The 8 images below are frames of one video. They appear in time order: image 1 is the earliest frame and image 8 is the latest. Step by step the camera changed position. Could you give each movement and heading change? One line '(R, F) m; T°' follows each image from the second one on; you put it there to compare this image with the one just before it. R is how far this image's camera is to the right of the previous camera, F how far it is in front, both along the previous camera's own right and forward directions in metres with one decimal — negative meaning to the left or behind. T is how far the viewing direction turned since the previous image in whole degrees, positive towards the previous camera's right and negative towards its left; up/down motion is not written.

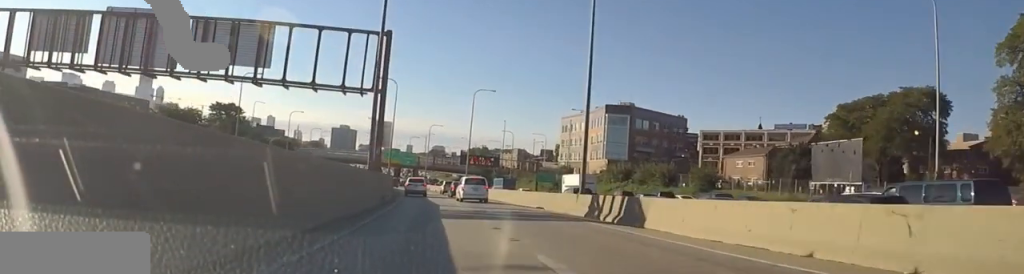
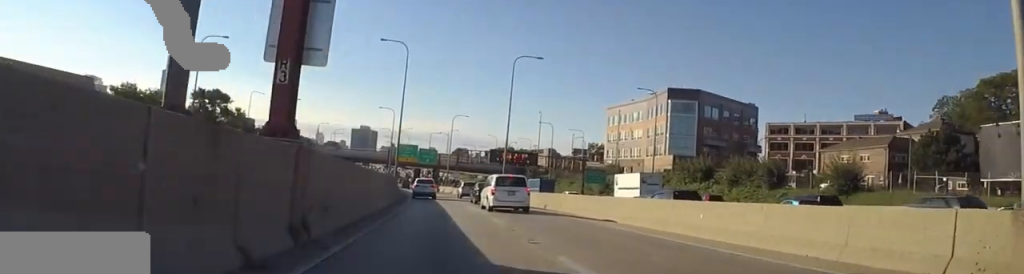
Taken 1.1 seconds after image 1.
(-0.7, +24.4) m; -1°
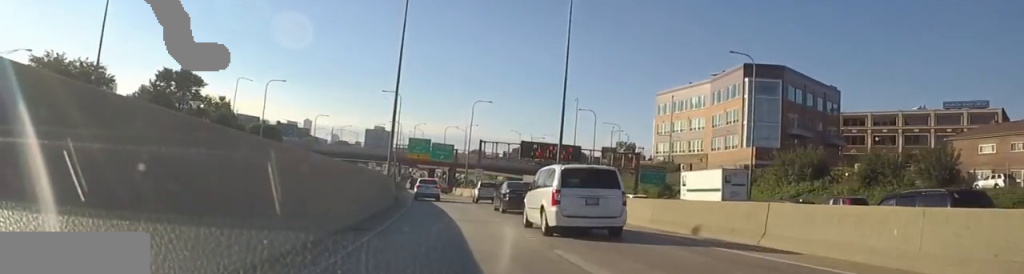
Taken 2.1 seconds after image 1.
(+0.3, +23.5) m; 0°
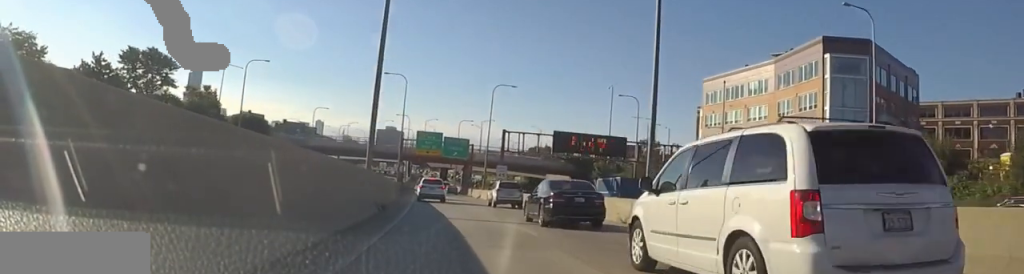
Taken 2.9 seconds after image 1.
(-0.3, +16.3) m; 0°
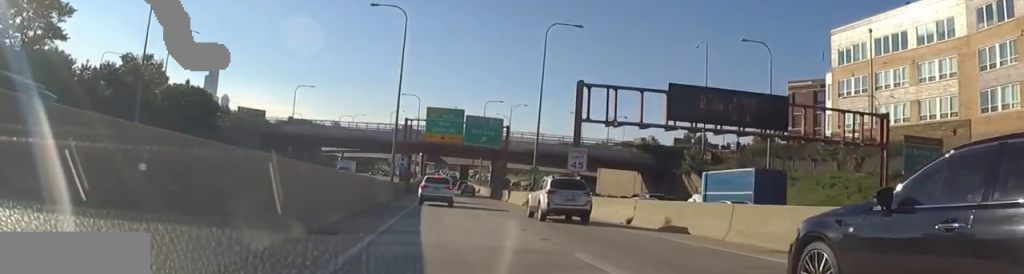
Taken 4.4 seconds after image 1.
(-0.1, +29.2) m; -3°
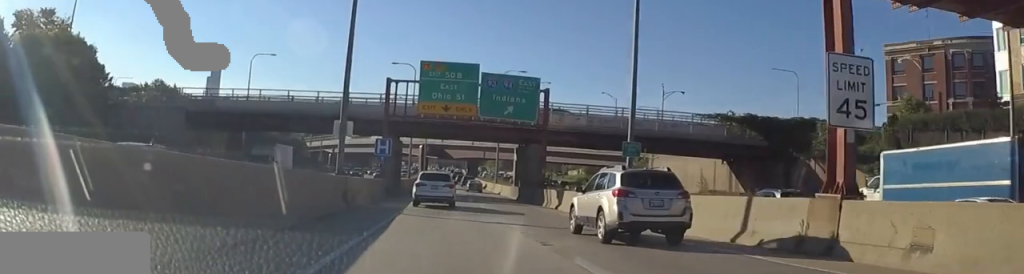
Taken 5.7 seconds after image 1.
(-0.7, +22.5) m; +1°
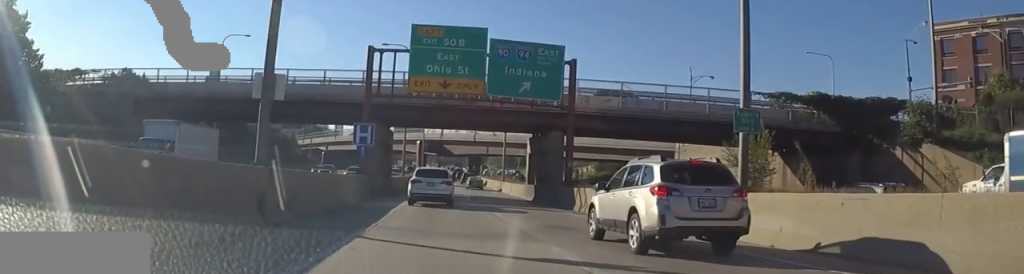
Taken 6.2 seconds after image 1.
(+0.2, +9.1) m; +2°
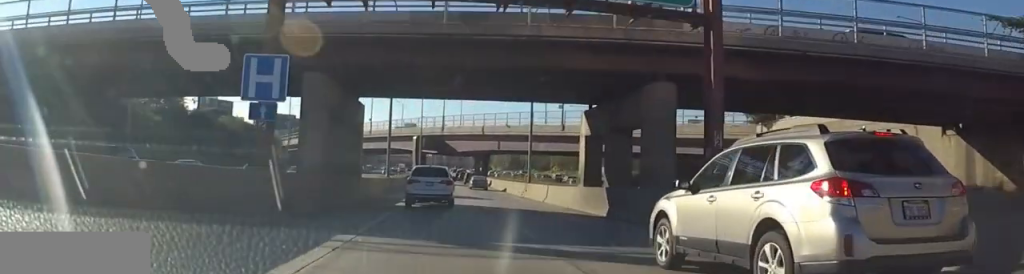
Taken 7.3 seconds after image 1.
(0.0, +18.0) m; 0°
